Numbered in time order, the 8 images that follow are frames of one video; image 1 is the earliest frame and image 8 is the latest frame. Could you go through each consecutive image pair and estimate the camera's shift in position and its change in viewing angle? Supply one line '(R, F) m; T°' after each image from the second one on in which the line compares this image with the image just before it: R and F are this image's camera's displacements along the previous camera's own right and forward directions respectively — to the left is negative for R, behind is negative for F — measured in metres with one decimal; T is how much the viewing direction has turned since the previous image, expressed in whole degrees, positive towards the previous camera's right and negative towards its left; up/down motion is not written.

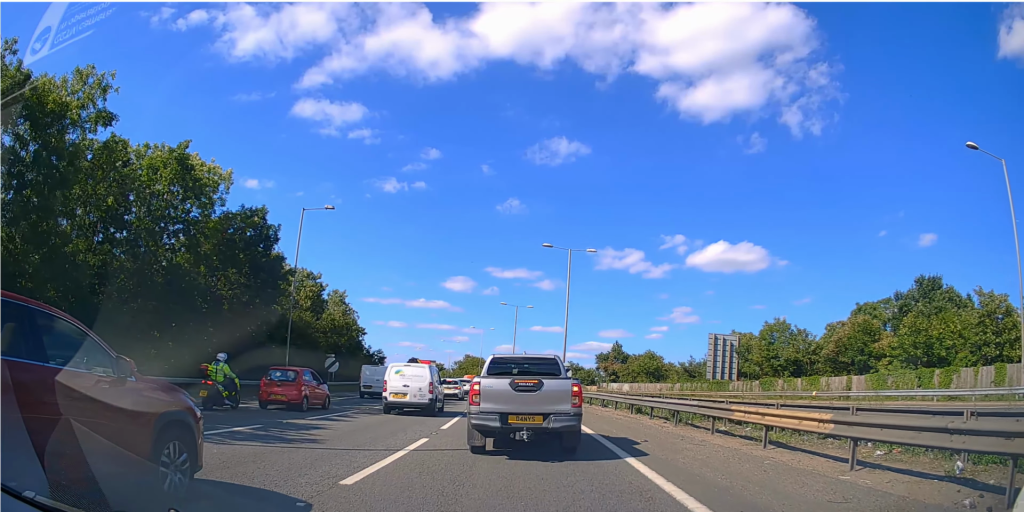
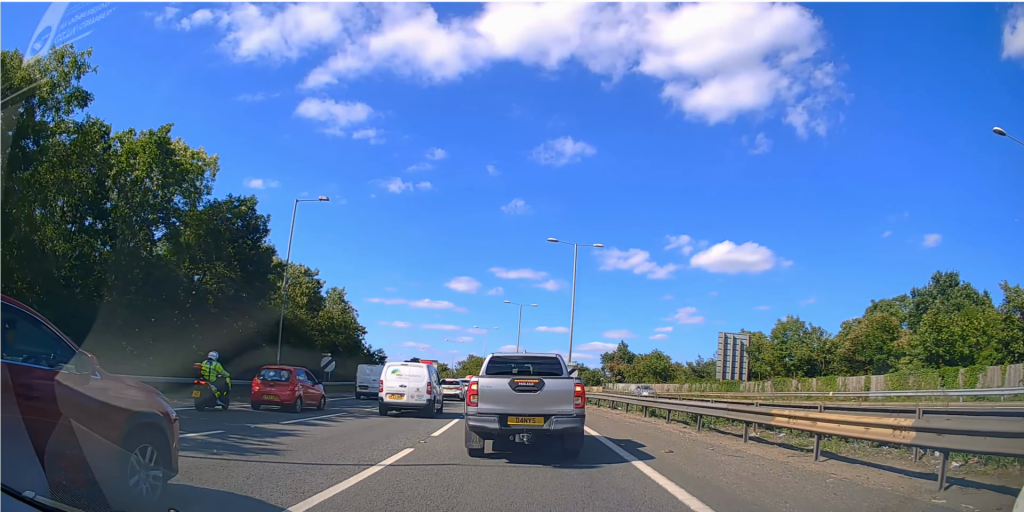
(0.0, +1.9) m; 0°
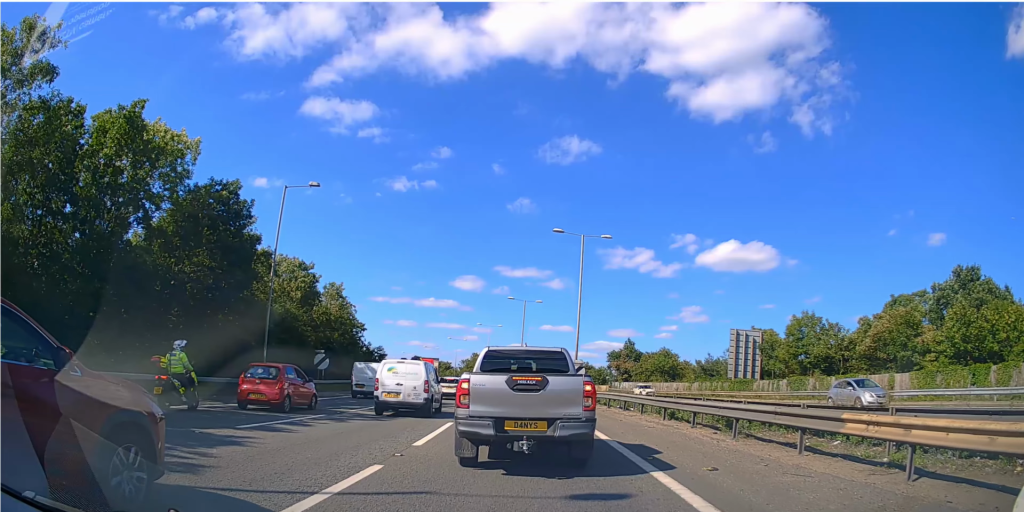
(0.0, +2.2) m; +1°
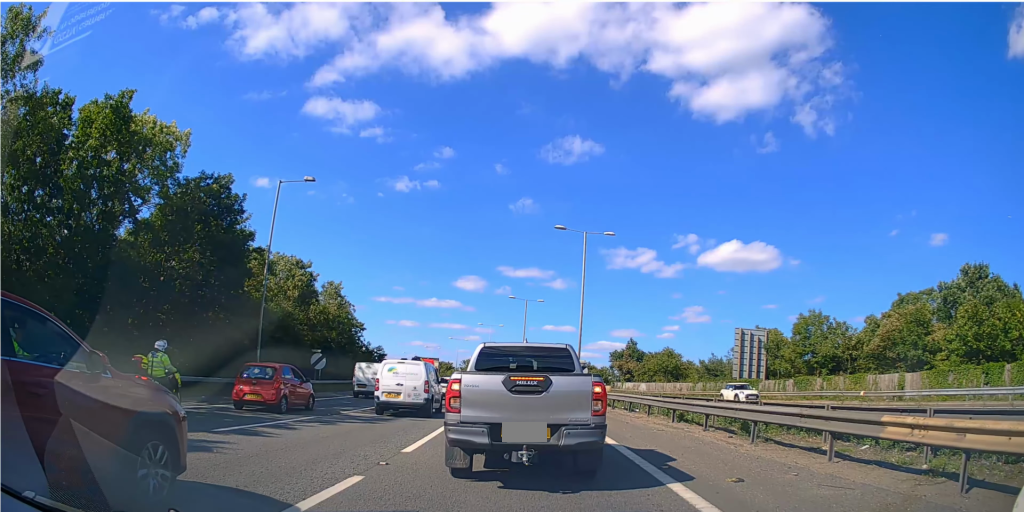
(0.0, +0.9) m; 0°
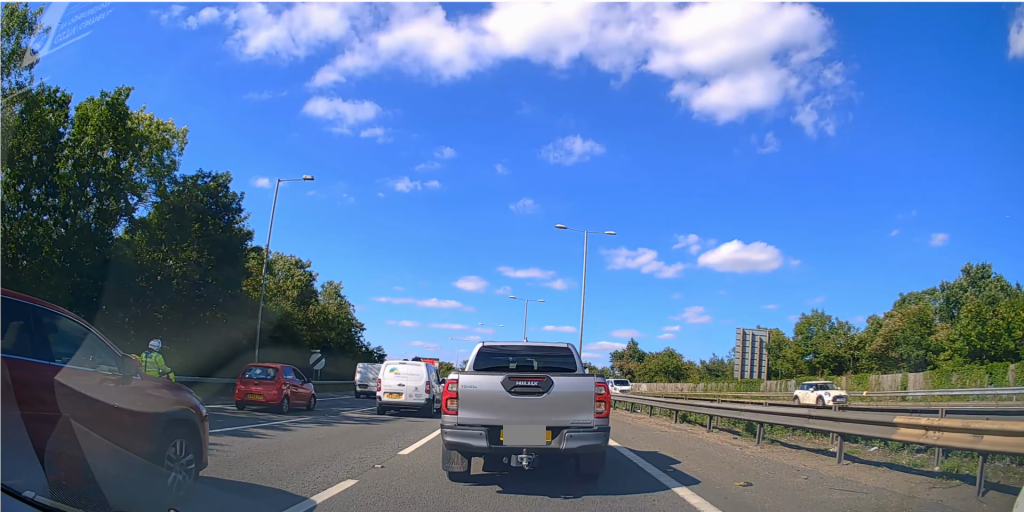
(0.0, +0.4) m; 0°
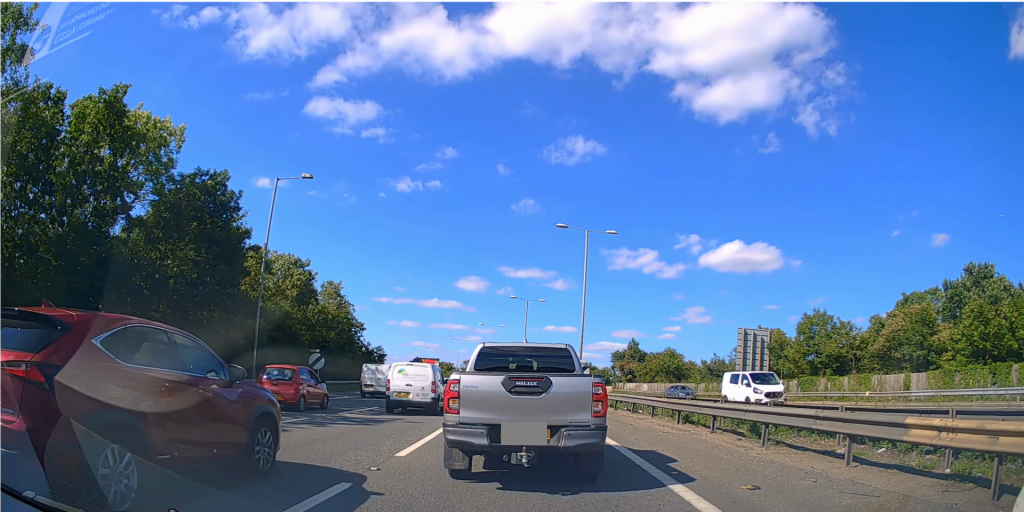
(+0.1, +0.8) m; 0°
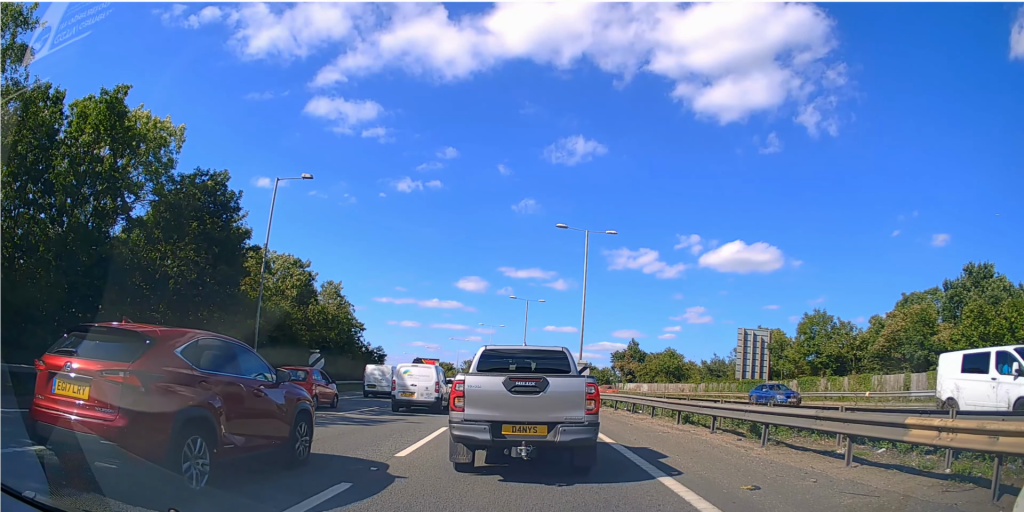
(+0.1, +0.3) m; 0°
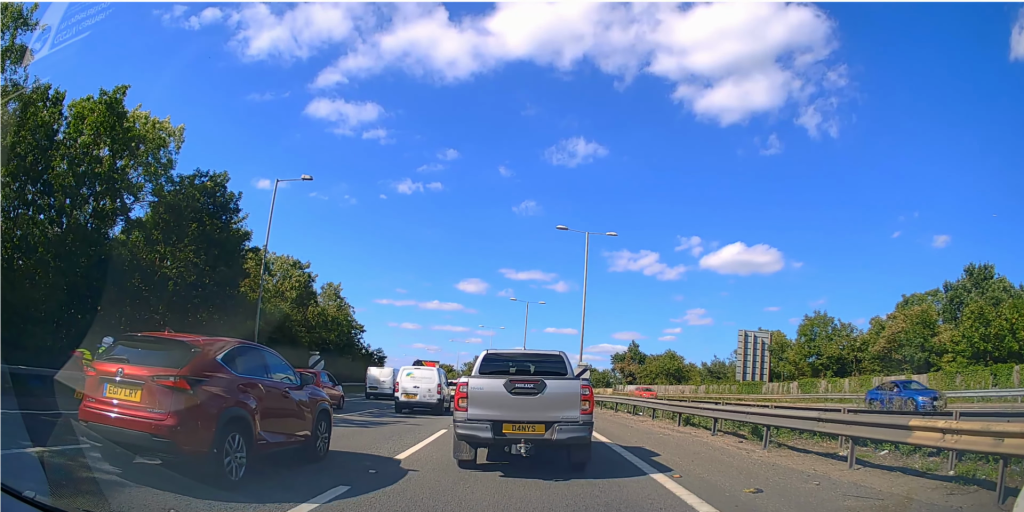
(0.0, +0.2) m; 0°
